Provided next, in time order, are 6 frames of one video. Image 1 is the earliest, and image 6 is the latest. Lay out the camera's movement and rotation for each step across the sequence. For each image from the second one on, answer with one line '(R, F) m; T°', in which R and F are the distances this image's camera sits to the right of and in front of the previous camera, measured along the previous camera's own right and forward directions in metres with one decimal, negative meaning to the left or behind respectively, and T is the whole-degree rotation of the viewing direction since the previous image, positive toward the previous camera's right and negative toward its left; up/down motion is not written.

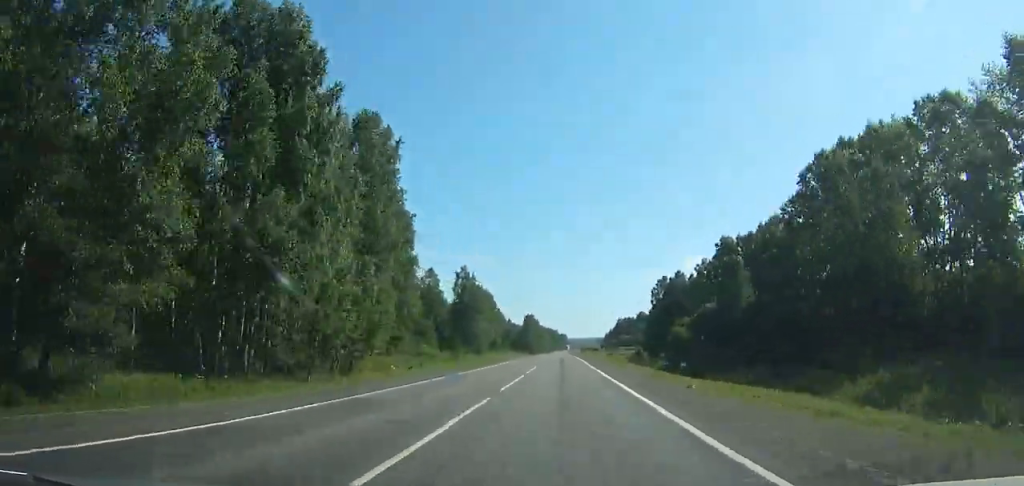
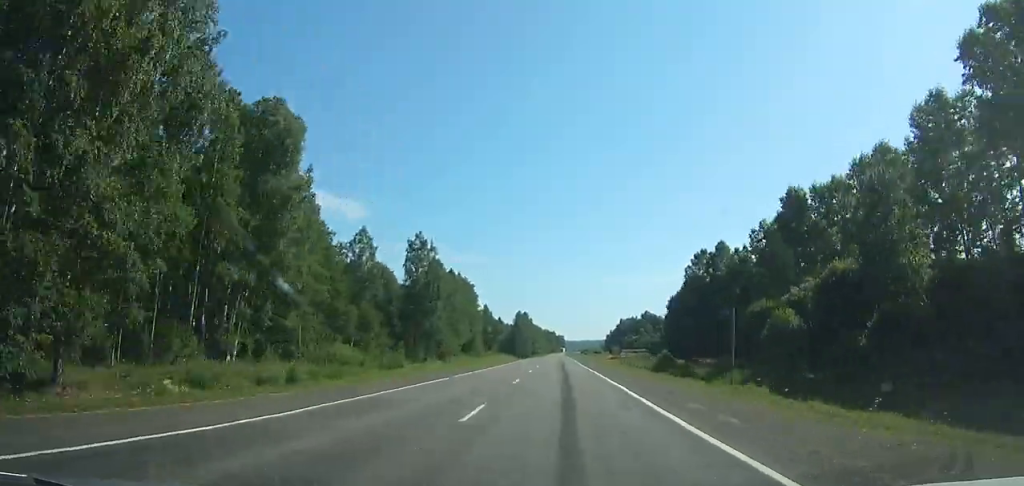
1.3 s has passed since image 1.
(-5.0, +37.9) m; -3°
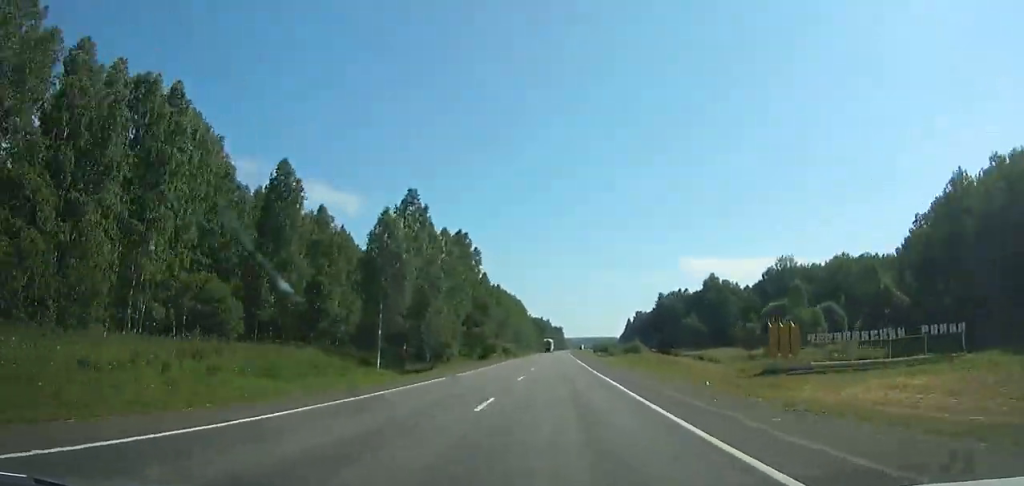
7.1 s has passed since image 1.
(+1.3, +167.3) m; +2°
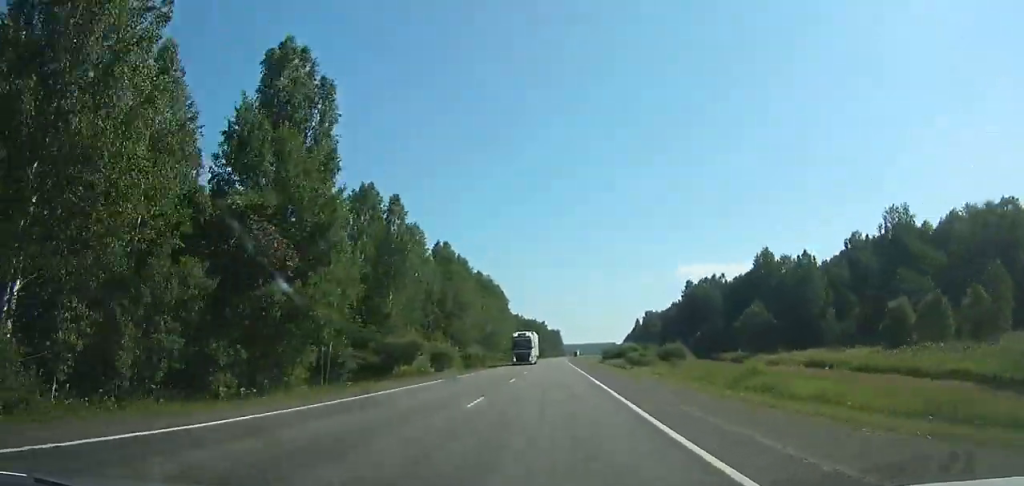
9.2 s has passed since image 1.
(+0.1, +59.6) m; 0°
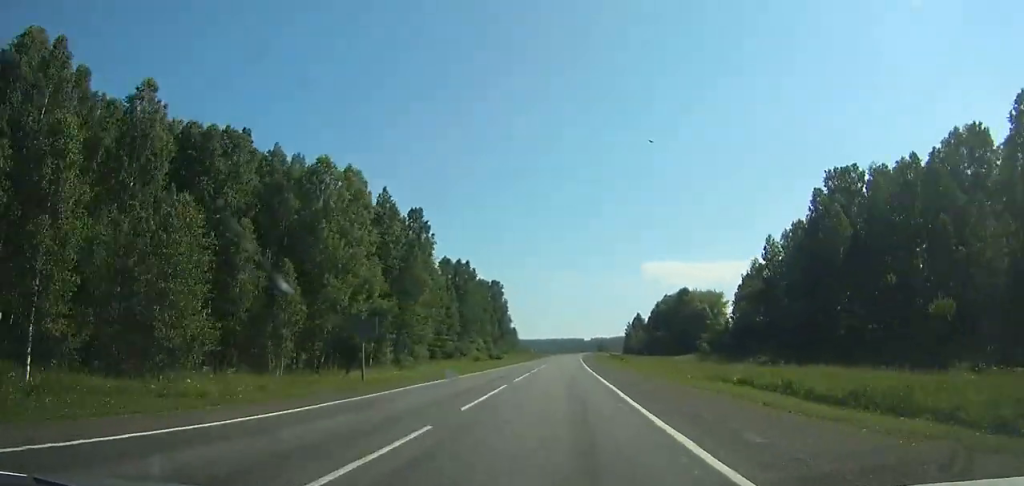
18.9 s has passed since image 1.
(+5.0, +273.4) m; +3°
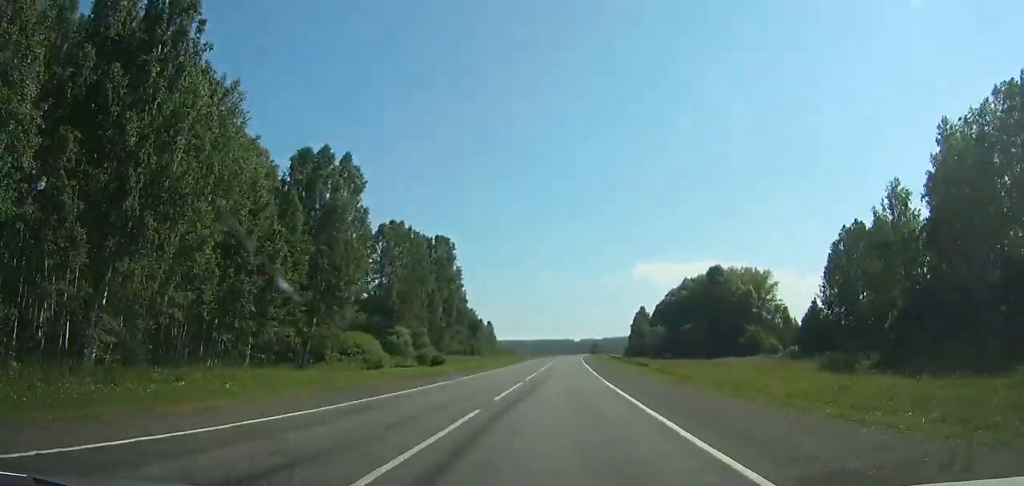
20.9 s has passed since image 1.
(+0.6, +56.9) m; +1°
